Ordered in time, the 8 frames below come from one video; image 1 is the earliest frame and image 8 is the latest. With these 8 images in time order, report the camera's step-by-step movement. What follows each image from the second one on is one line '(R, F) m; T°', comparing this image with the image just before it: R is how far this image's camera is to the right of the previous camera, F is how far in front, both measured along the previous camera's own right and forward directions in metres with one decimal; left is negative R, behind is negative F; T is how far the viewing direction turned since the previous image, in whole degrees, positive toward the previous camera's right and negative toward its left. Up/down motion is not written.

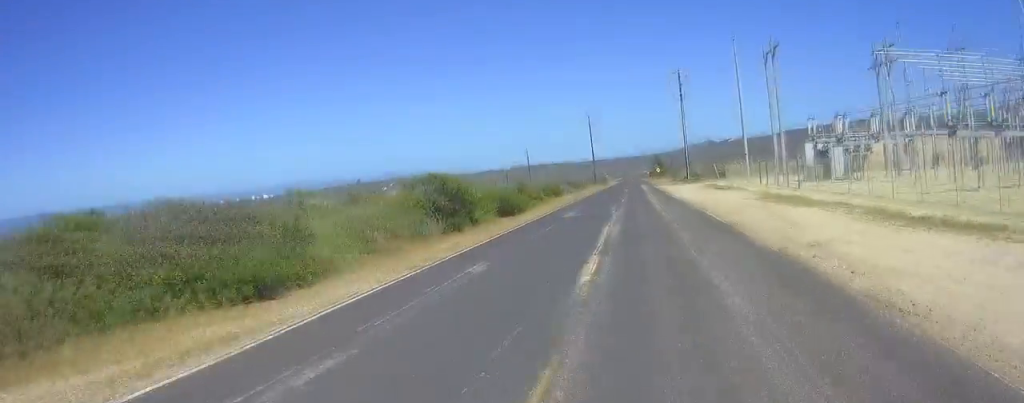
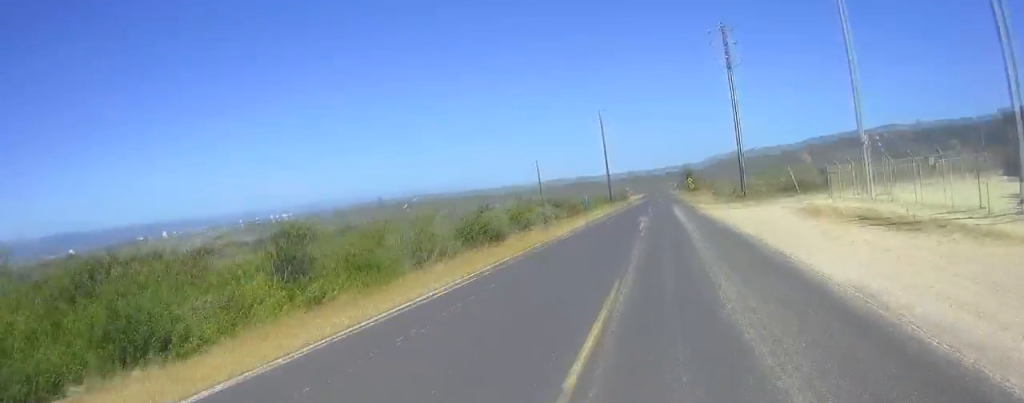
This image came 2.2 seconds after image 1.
(+0.5, +34.1) m; +1°
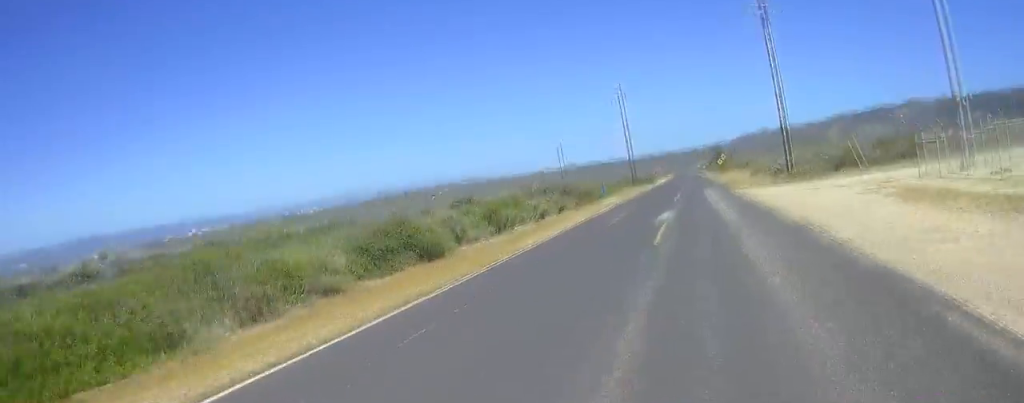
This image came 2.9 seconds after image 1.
(+0.1, +11.4) m; 0°
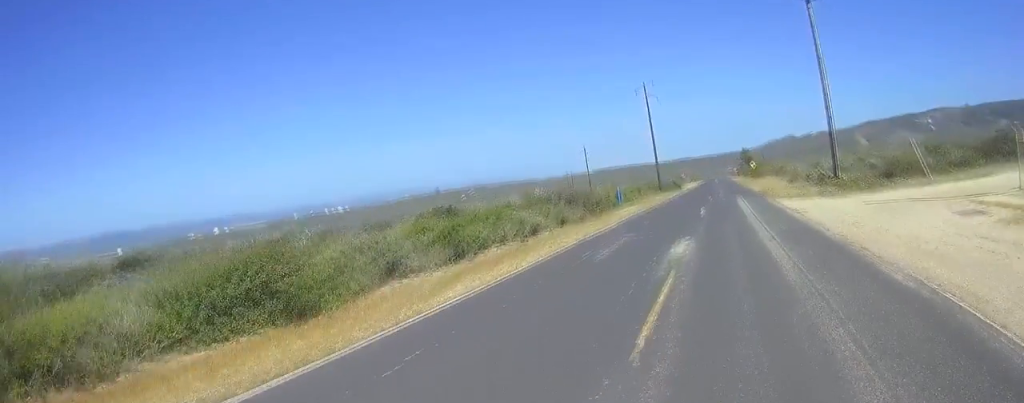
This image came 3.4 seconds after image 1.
(-0.1, +7.7) m; 0°
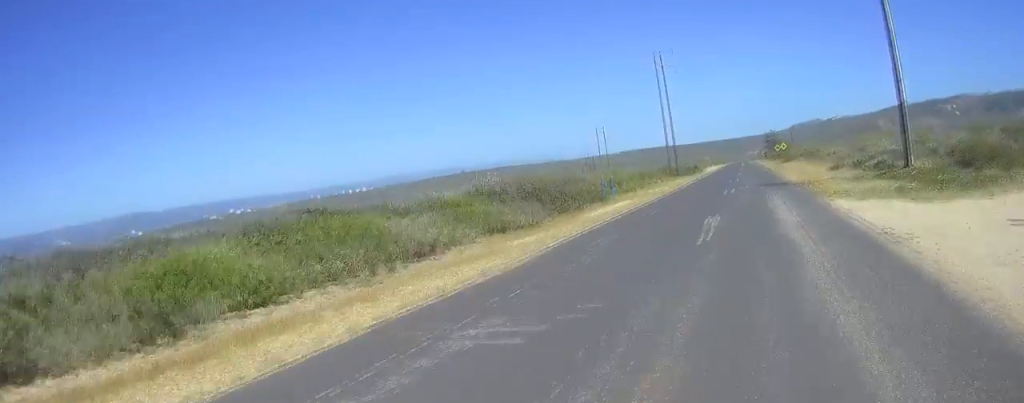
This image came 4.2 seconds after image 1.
(0.0, +12.8) m; +1°
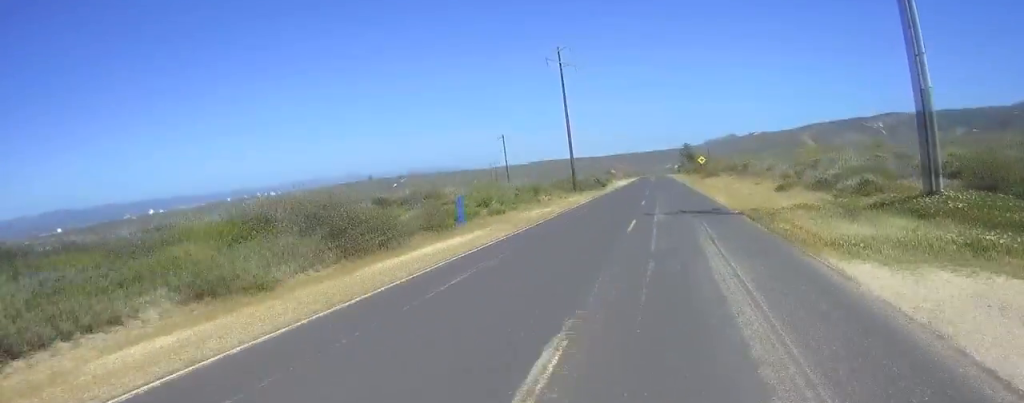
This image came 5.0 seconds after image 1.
(+0.2, +11.3) m; +1°
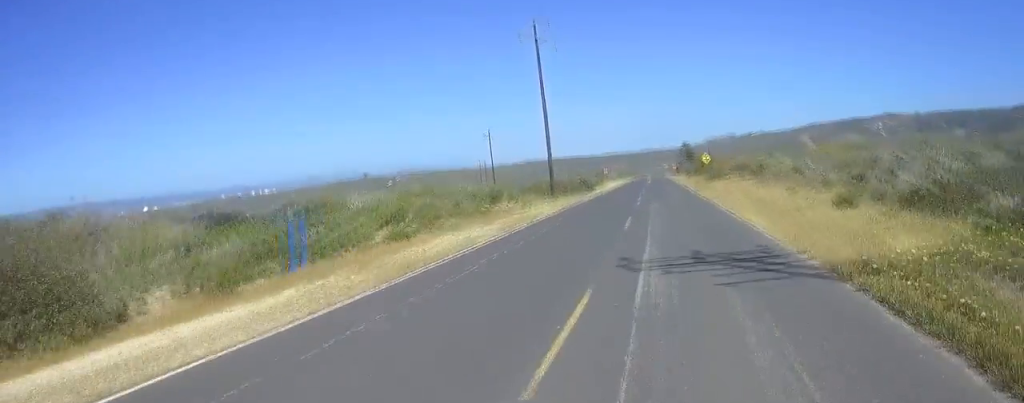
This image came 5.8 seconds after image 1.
(0.0, +12.5) m; -1°
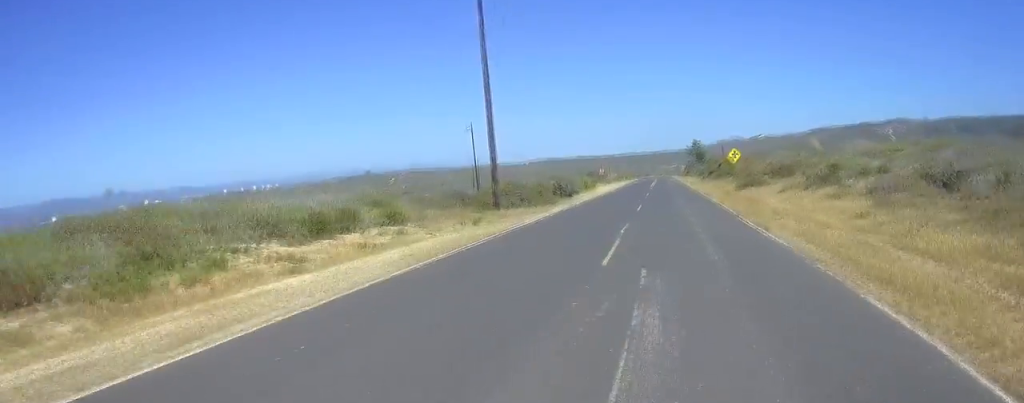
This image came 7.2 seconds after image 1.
(-0.3, +22.0) m; -1°
